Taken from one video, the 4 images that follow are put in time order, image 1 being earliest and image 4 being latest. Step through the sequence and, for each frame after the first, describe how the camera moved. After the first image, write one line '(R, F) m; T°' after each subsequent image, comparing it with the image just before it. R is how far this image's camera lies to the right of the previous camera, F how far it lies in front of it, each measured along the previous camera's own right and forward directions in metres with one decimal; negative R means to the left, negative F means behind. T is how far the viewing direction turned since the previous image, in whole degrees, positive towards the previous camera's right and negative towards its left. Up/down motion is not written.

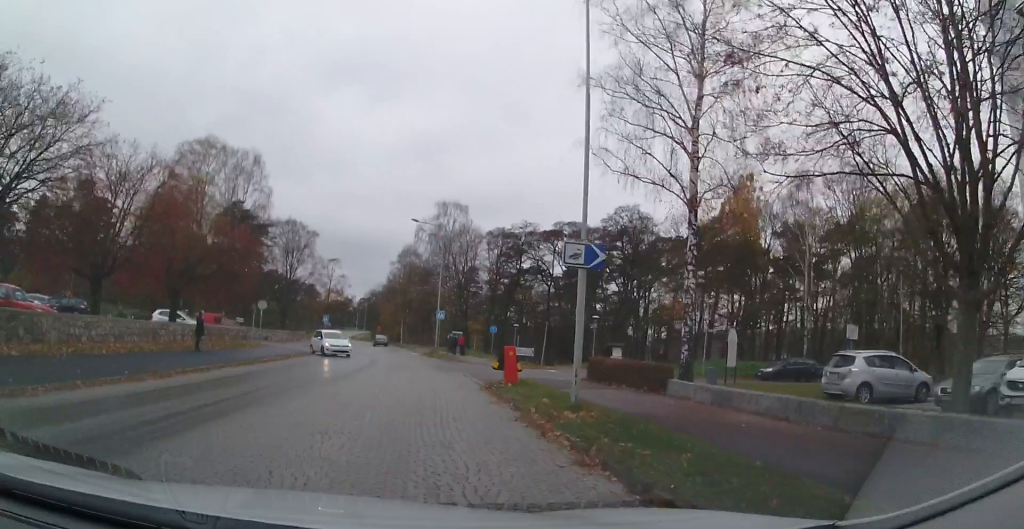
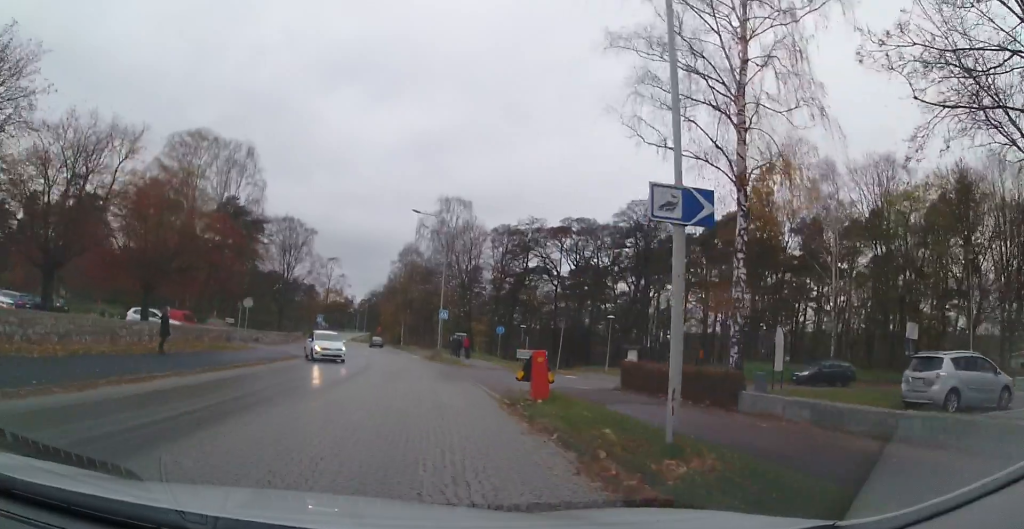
(0.0, +3.7) m; 0°
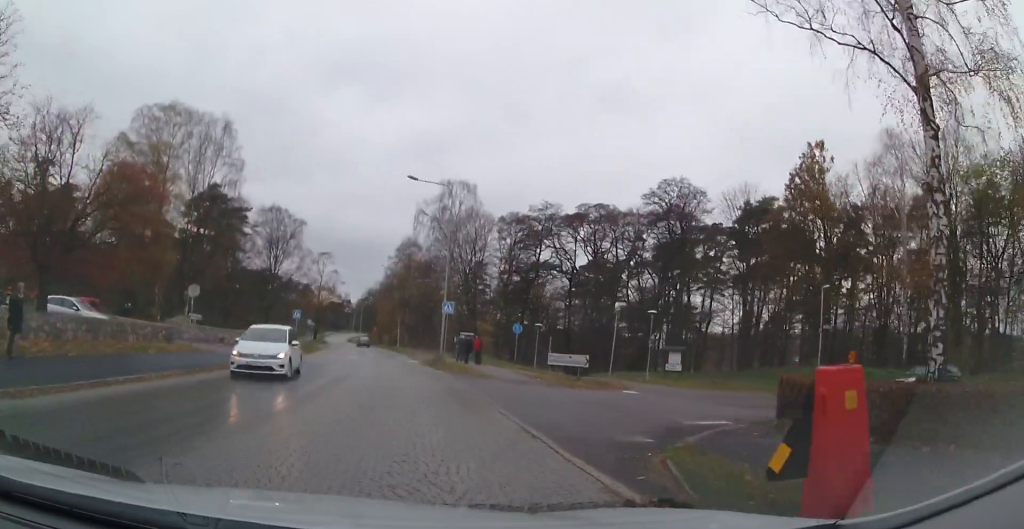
(-0.1, +8.8) m; -1°
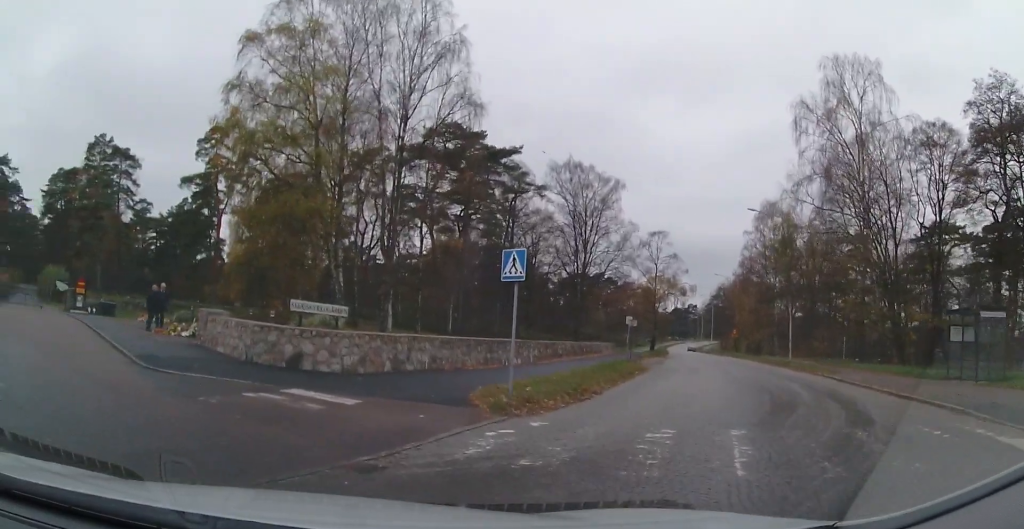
(-6.0, +30.0) m; -38°
